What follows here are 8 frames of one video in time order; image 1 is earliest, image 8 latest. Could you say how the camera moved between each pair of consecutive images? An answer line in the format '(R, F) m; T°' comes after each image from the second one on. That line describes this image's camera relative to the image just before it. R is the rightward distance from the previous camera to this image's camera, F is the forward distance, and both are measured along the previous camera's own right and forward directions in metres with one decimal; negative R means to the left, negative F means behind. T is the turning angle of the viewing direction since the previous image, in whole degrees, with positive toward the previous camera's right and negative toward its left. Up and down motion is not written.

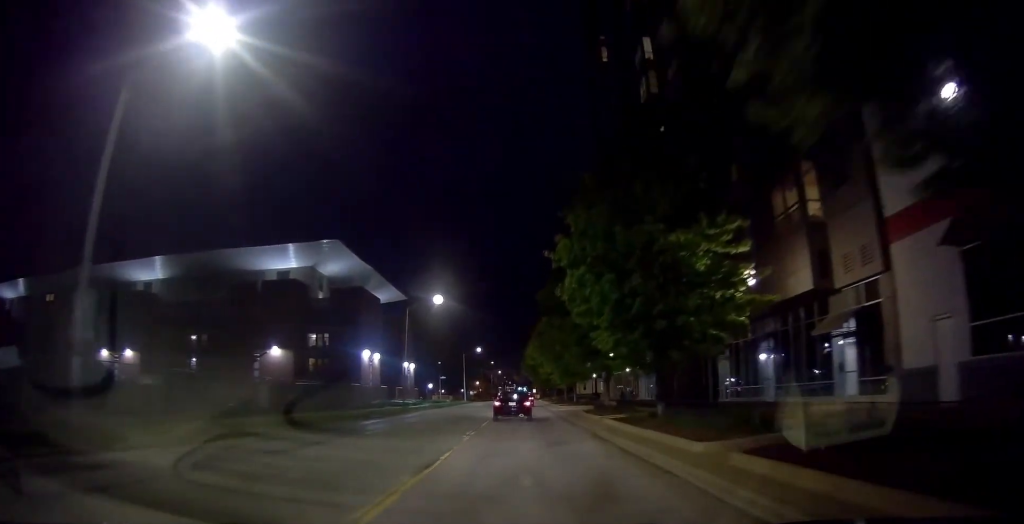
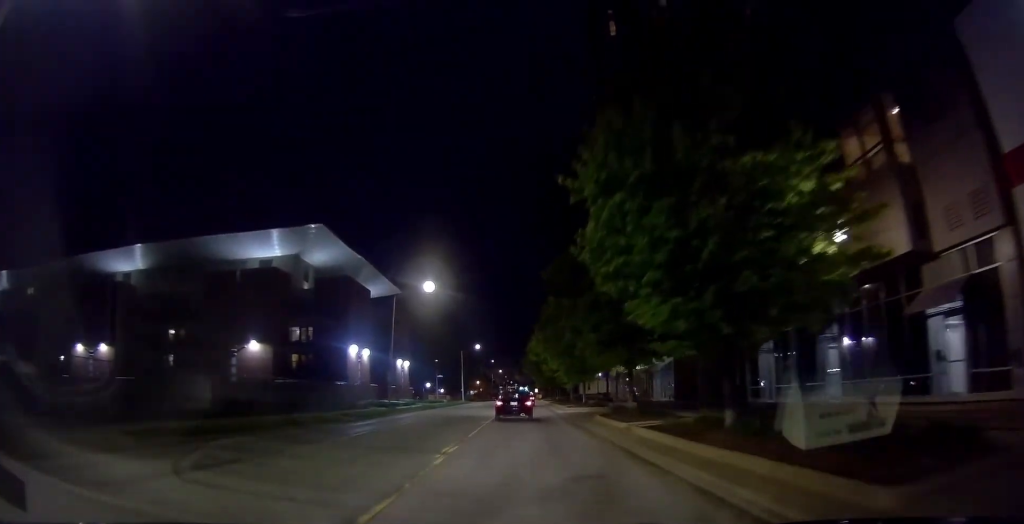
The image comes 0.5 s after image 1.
(+0.1, +5.6) m; -1°
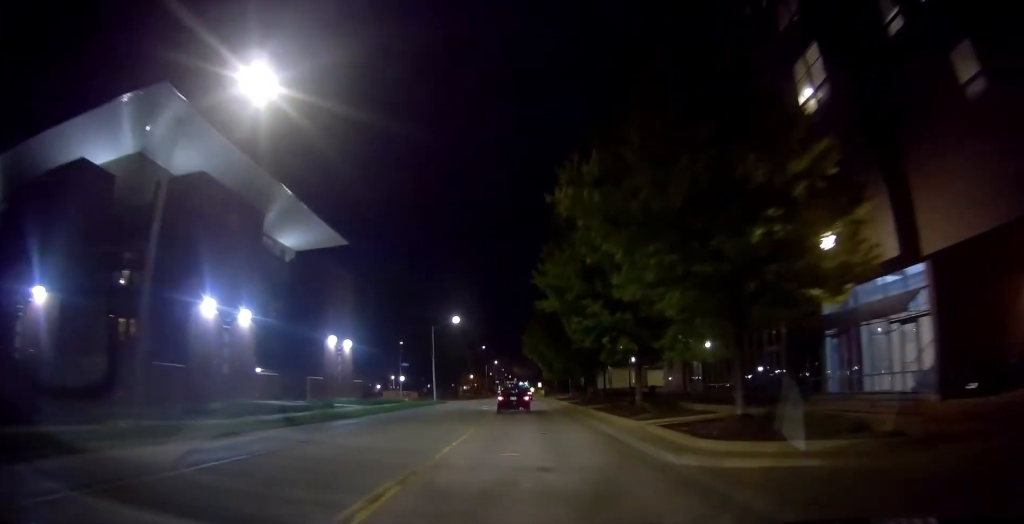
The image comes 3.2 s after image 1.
(+0.2, +29.9) m; +1°
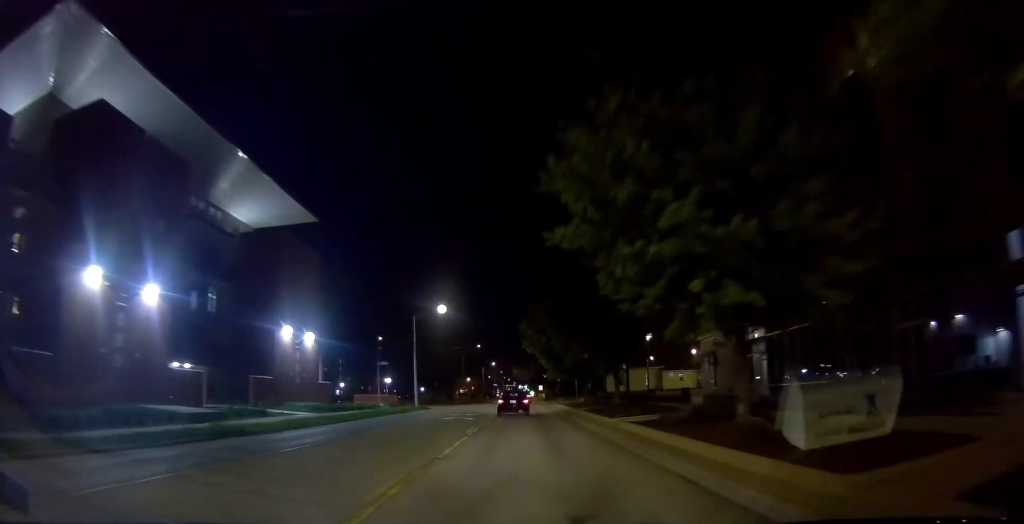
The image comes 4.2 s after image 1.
(0.0, +11.0) m; 0°
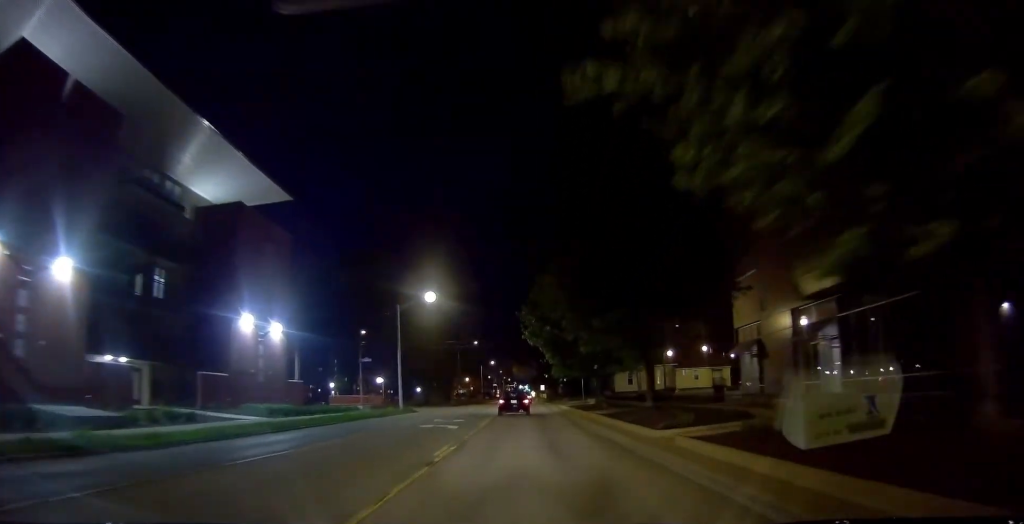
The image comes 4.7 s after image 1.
(0.0, +6.9) m; 0°
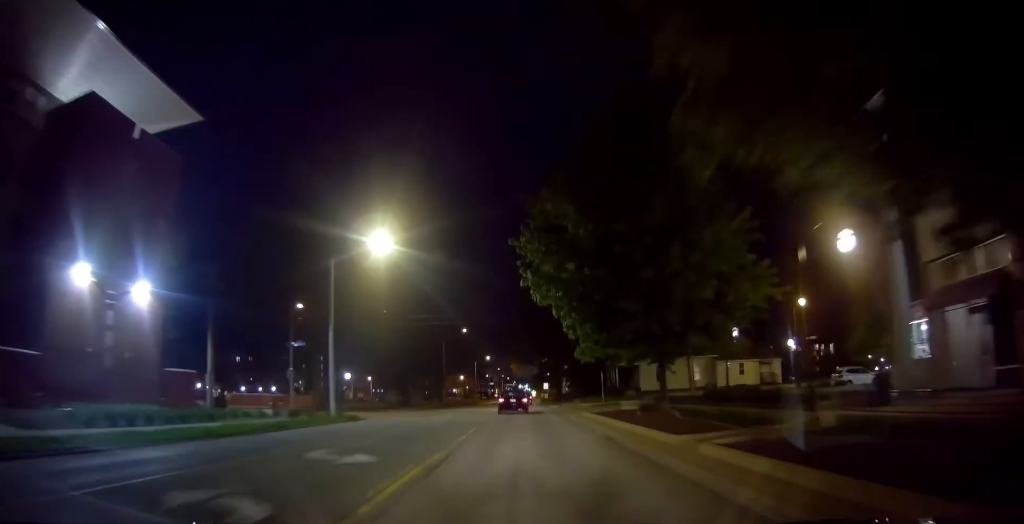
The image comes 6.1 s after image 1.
(+0.2, +17.0) m; +1°
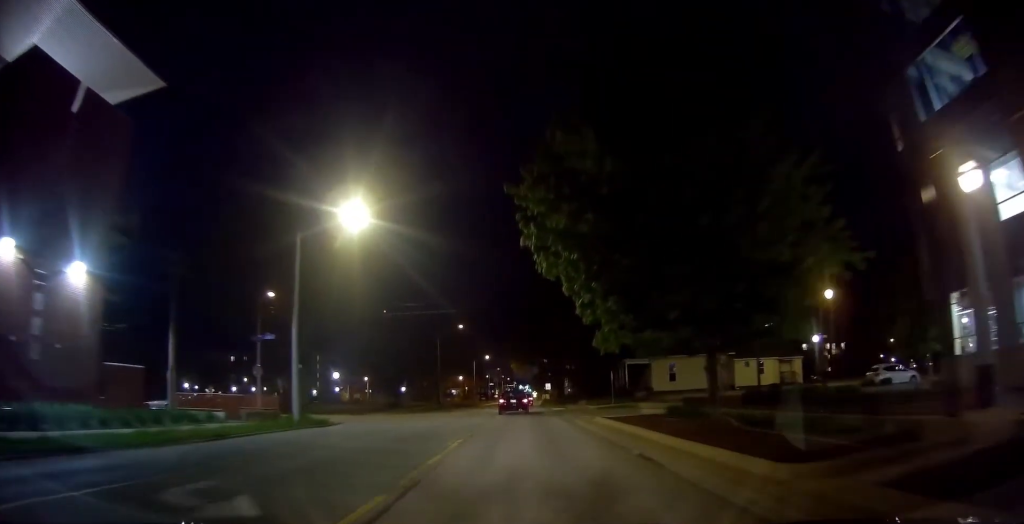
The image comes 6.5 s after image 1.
(0.0, +5.4) m; 0°
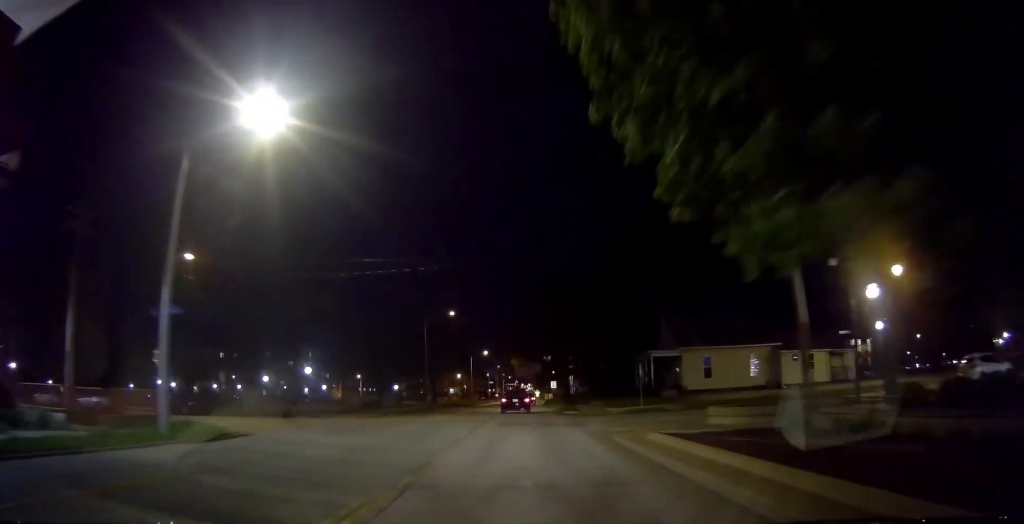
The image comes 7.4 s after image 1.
(0.0, +10.5) m; 0°
